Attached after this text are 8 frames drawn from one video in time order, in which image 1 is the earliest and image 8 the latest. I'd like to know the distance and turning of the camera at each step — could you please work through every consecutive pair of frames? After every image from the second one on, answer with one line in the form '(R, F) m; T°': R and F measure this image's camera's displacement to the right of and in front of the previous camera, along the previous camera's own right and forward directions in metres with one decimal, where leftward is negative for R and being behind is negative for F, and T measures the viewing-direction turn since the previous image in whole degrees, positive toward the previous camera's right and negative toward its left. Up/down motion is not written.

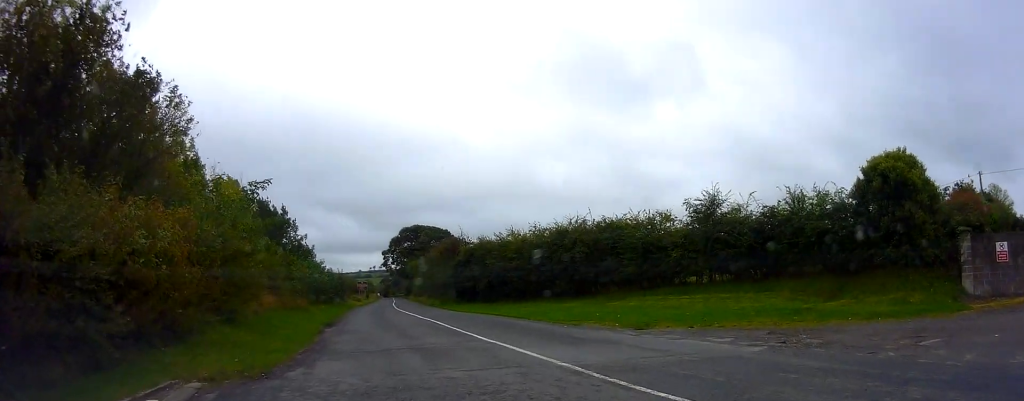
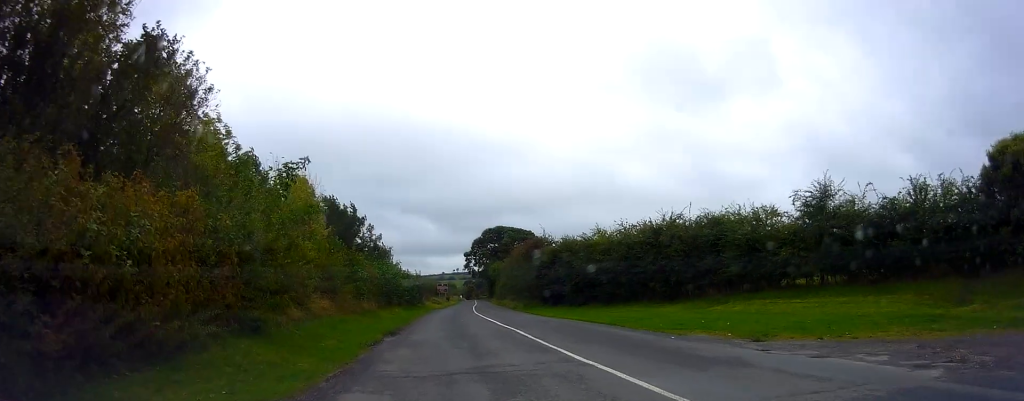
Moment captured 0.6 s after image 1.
(0.0, +2.6) m; -4°
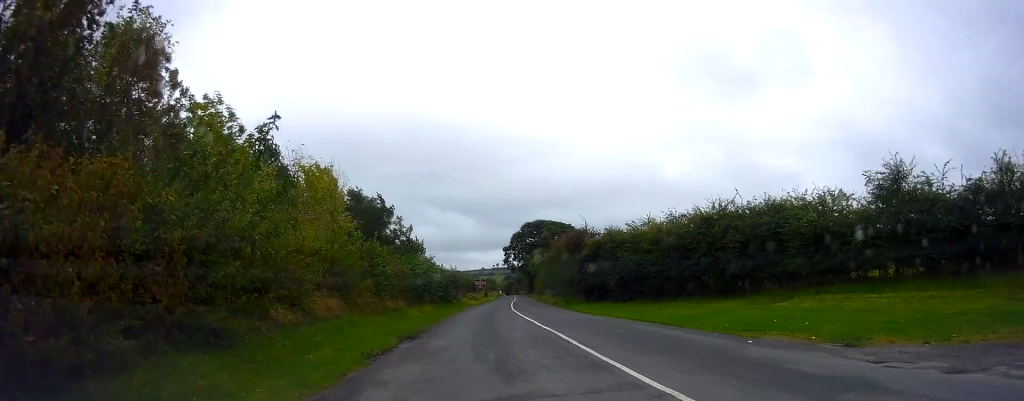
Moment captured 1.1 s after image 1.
(+0.1, +2.4) m; -5°
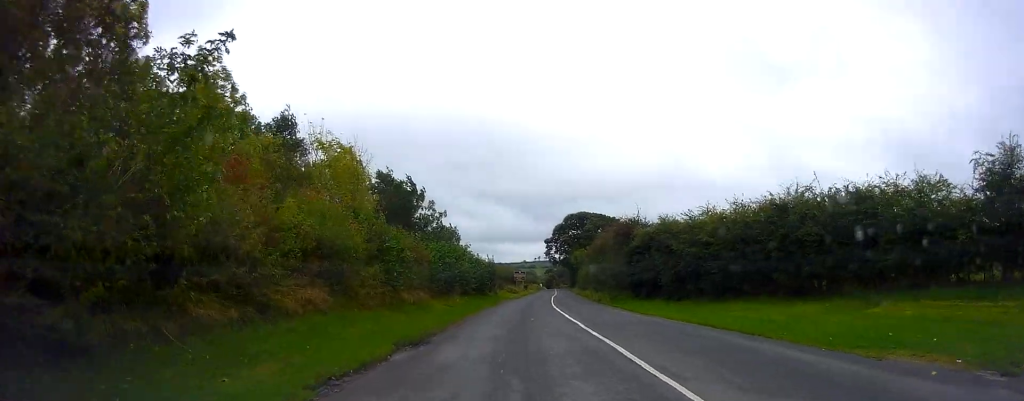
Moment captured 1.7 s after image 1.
(-0.3, +3.5) m; -5°
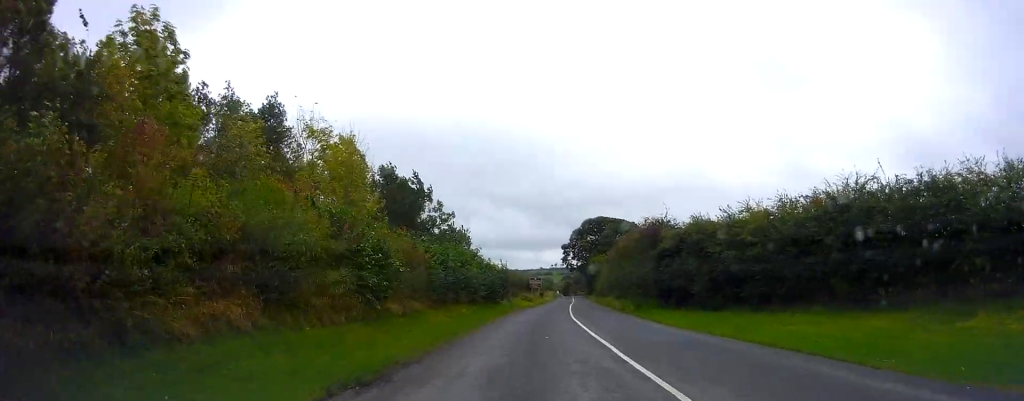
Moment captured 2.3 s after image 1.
(-0.3, +3.5) m; -4°
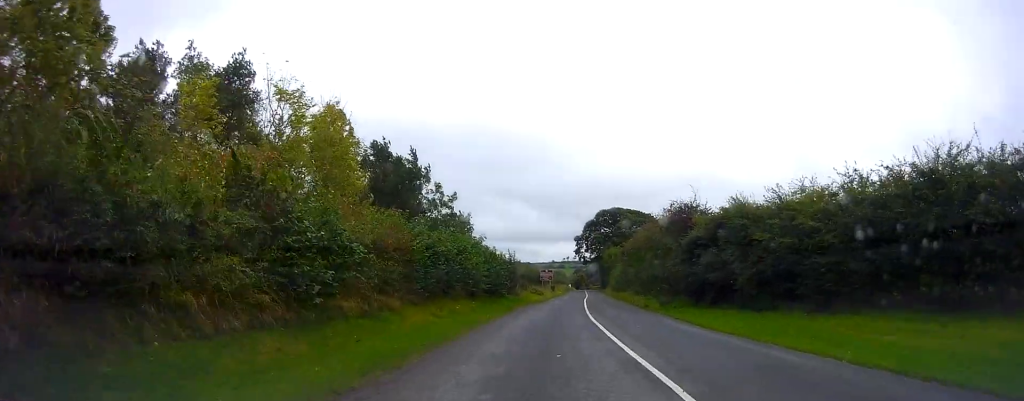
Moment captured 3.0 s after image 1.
(+0.1, +4.9) m; -3°
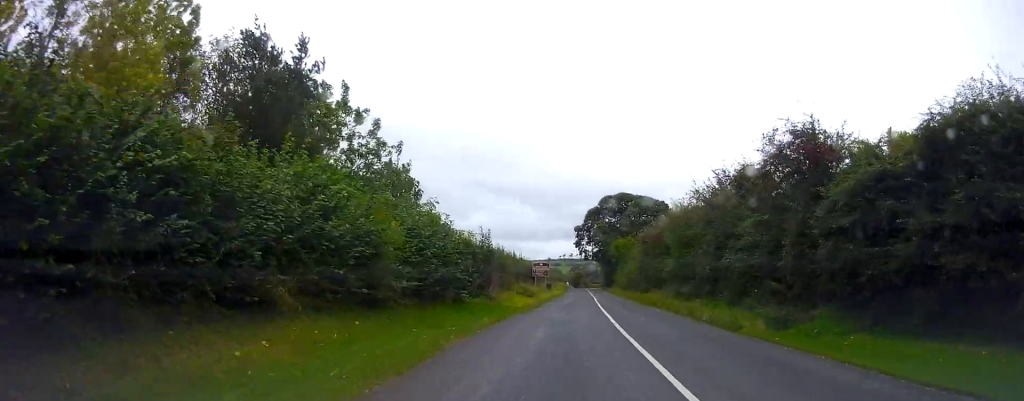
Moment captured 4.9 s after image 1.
(+0.1, +15.5) m; +6°
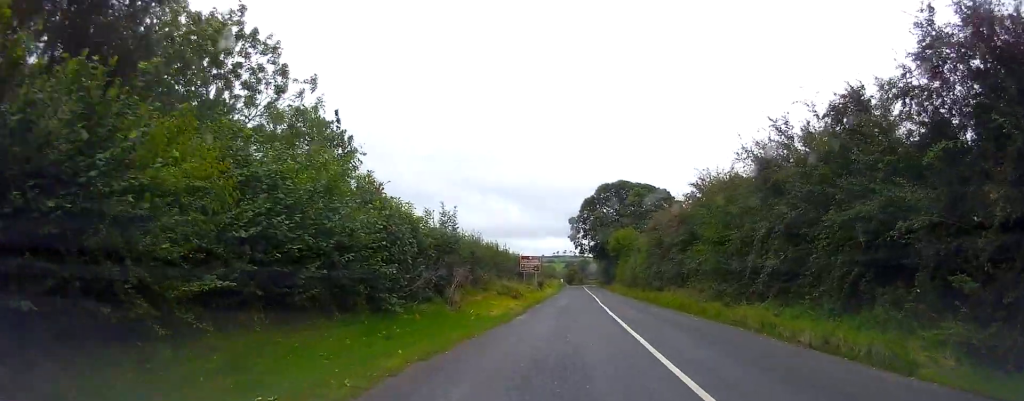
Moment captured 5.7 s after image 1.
(+0.4, +8.4) m; +1°
